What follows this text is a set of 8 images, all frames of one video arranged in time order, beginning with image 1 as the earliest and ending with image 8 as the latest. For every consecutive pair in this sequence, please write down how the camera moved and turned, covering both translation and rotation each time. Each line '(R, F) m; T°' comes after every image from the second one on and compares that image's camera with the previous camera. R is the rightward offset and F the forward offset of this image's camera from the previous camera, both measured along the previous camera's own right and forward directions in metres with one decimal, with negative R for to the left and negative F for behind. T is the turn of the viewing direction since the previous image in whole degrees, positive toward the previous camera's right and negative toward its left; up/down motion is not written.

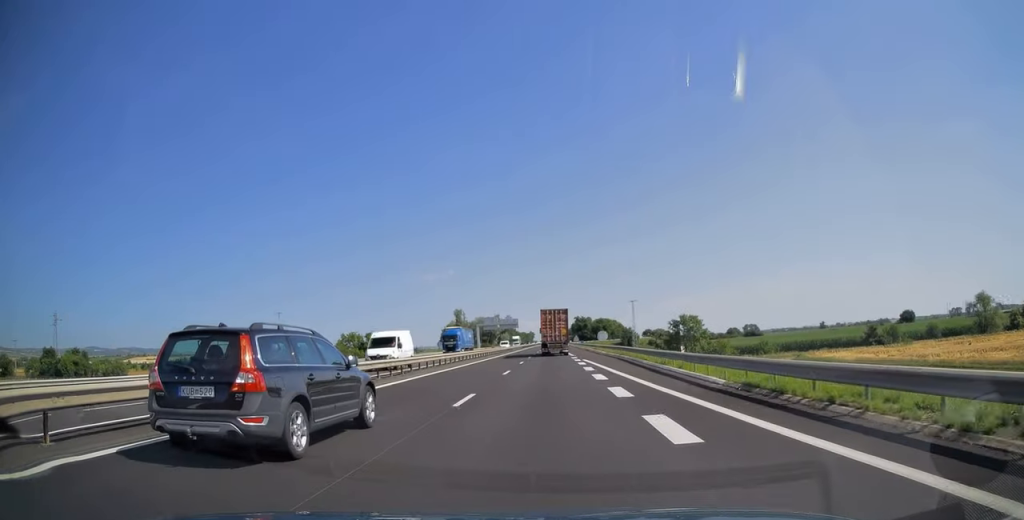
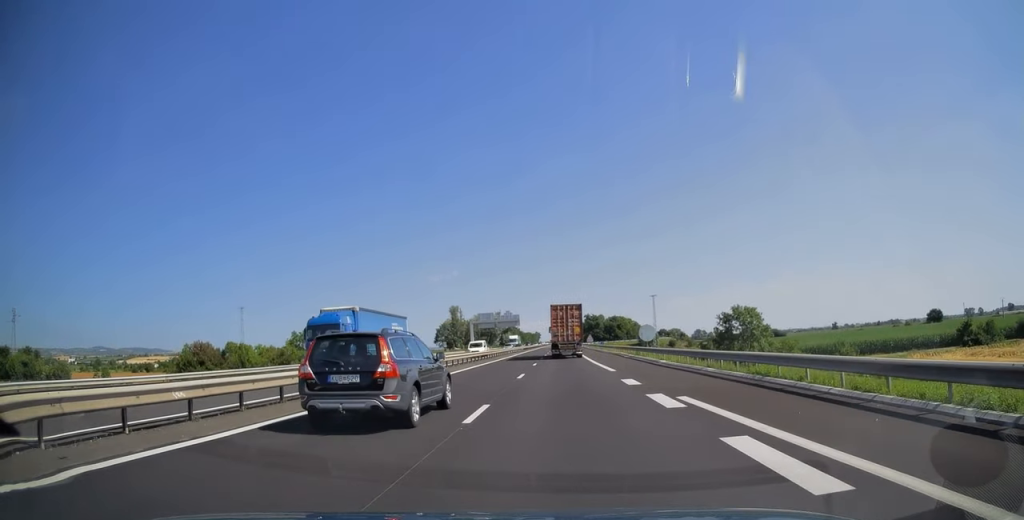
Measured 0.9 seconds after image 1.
(-0.1, +28.3) m; 0°
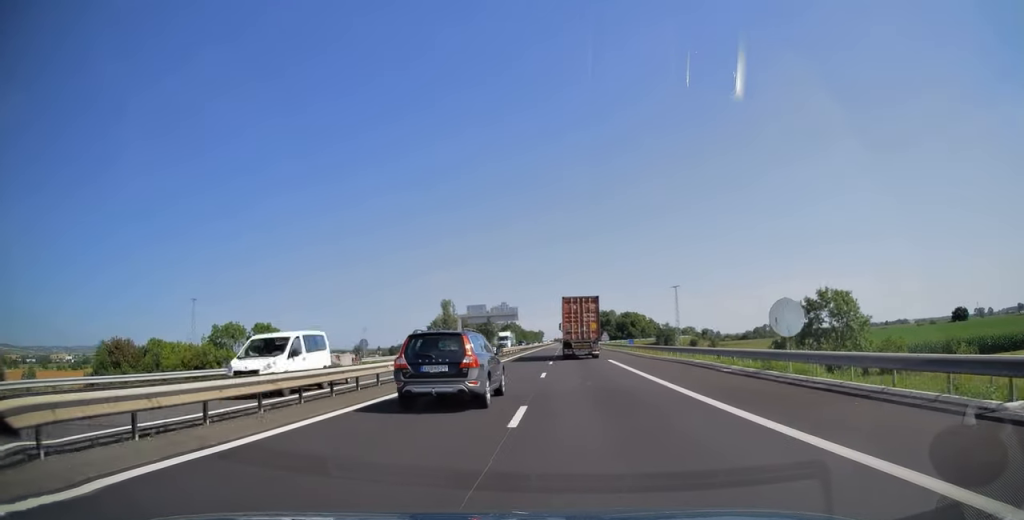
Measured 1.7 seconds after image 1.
(-0.1, +26.4) m; -1°
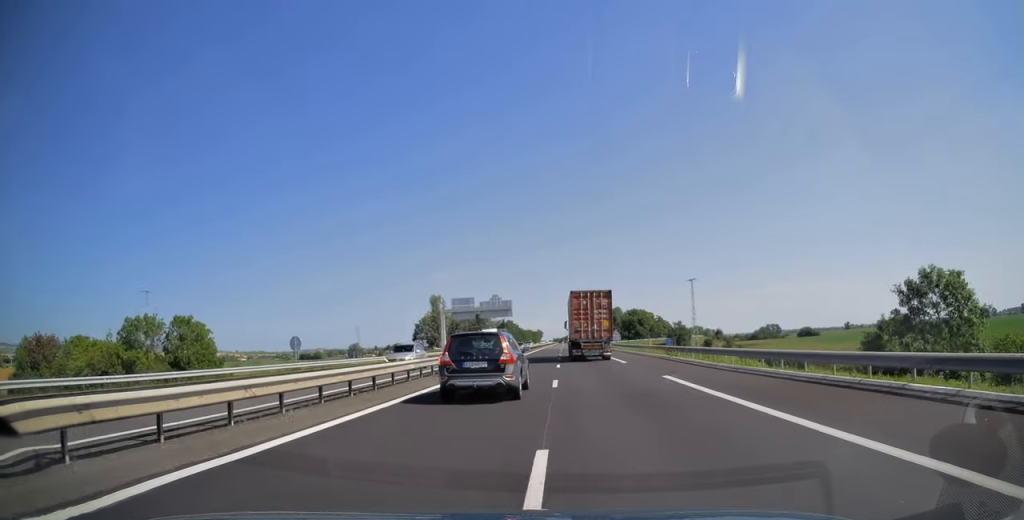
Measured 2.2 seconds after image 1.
(0.0, +17.9) m; 0°
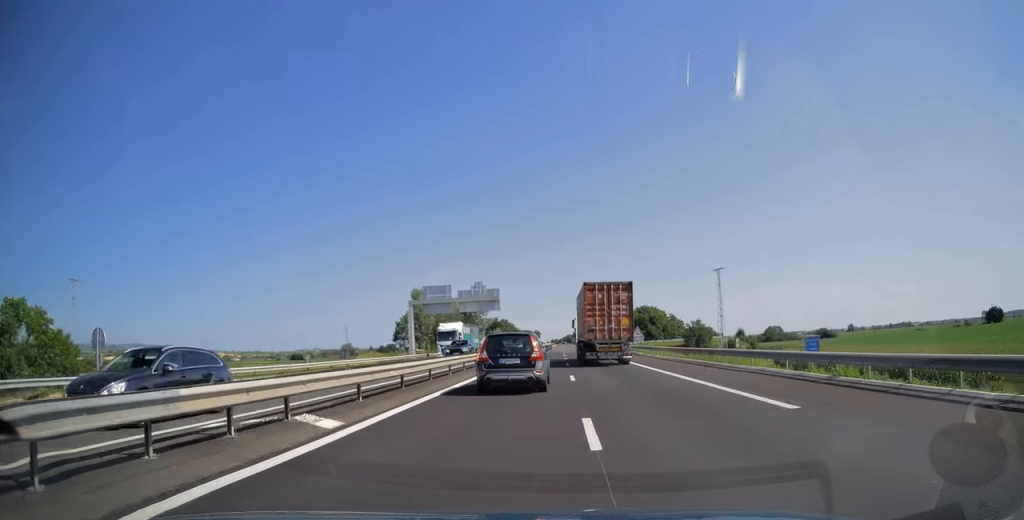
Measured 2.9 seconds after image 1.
(-0.1, +23.0) m; 0°
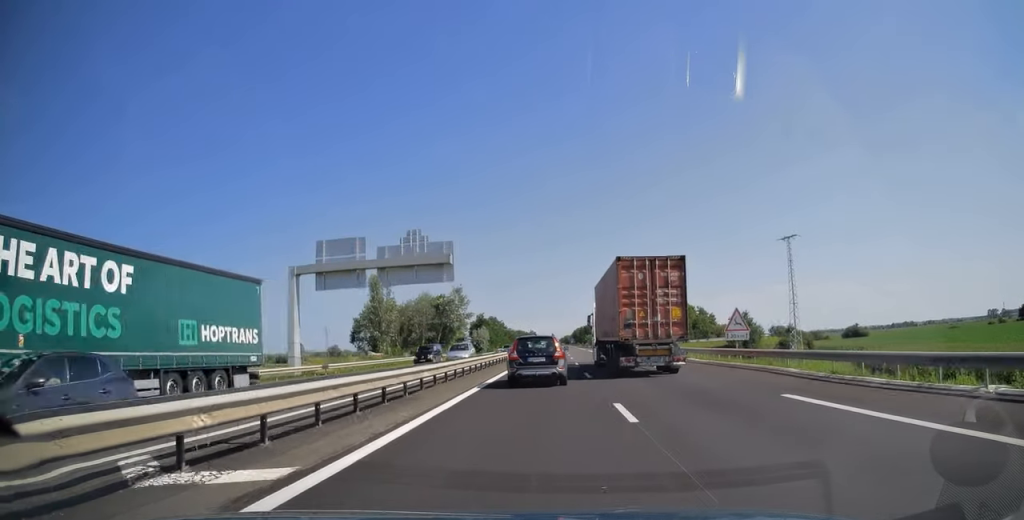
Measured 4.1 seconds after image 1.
(0.0, +36.2) m; 0°
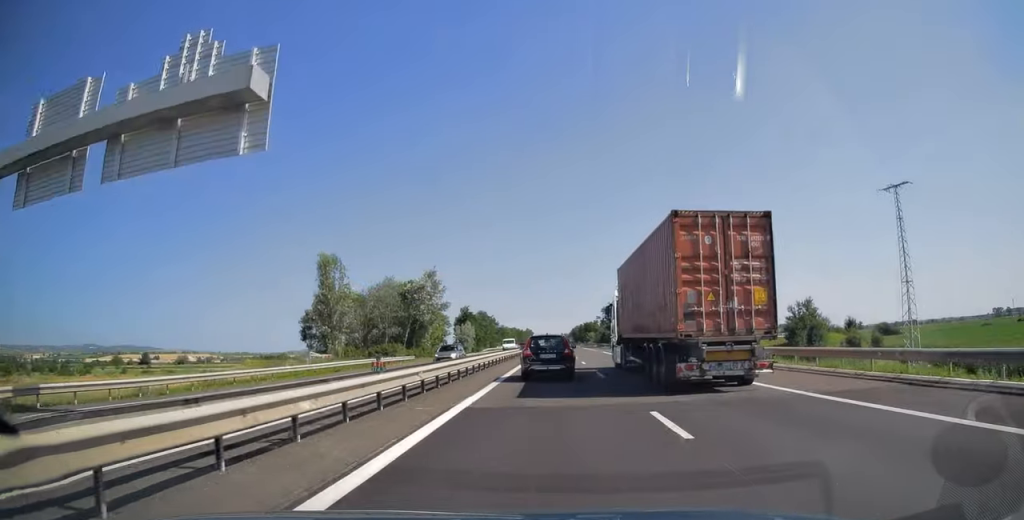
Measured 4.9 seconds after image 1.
(+0.1, +27.6) m; 0°
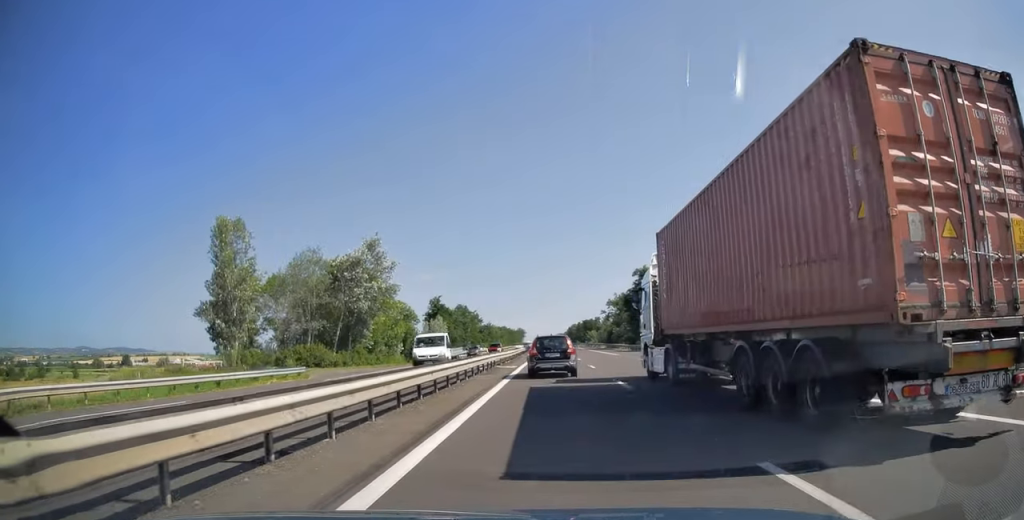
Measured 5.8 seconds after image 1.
(+0.1, +31.2) m; 0°
